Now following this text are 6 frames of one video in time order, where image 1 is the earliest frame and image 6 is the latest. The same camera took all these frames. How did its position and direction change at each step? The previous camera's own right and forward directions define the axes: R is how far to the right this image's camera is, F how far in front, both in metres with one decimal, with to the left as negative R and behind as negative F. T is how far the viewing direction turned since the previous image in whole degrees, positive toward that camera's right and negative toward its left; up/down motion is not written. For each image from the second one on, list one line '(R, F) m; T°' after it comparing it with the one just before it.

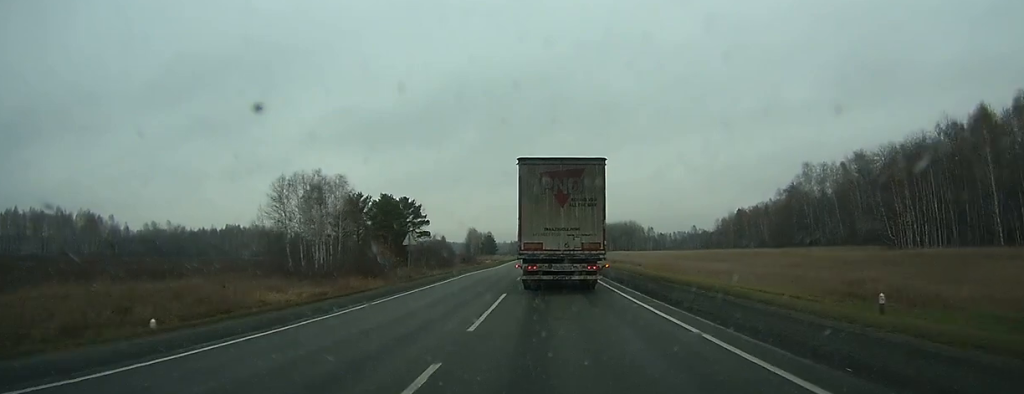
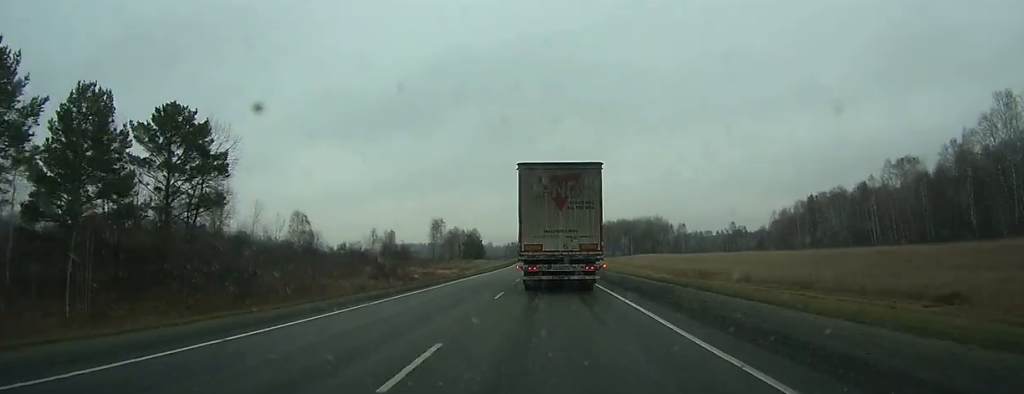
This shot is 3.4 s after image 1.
(0.0, +85.1) m; 0°
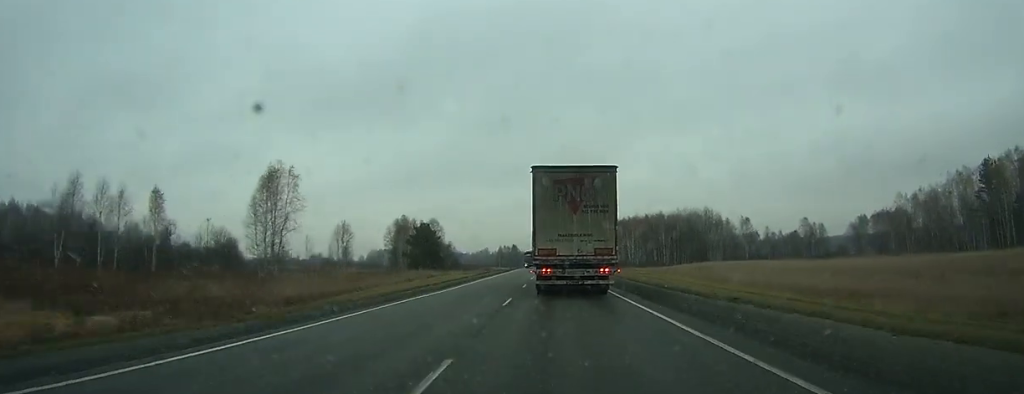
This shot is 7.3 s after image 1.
(-0.1, +96.6) m; 0°
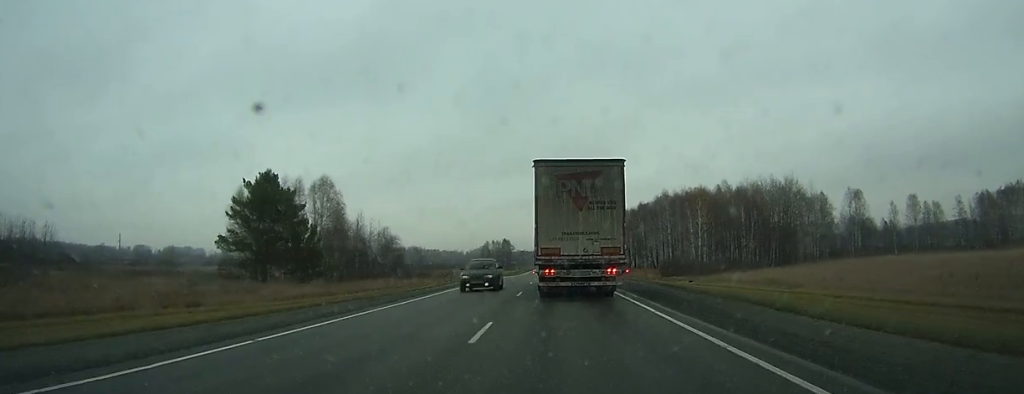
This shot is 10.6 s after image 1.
(0.0, +80.3) m; 0°
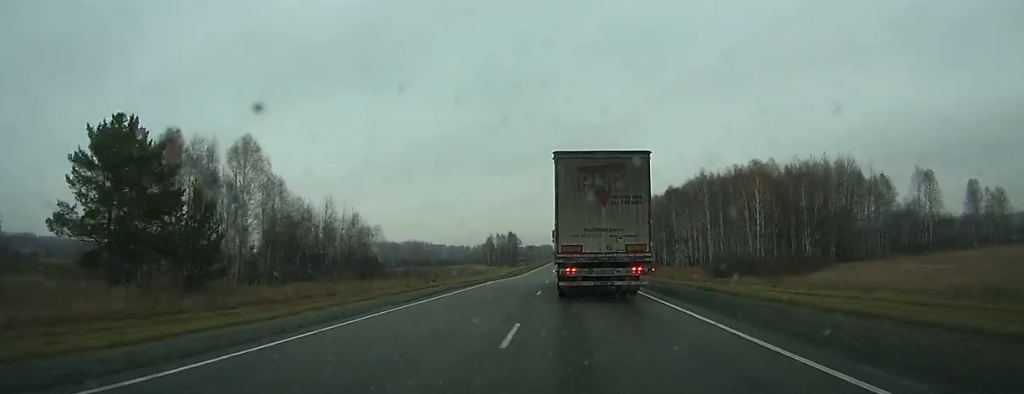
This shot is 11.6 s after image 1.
(+0.1, +25.0) m; 0°
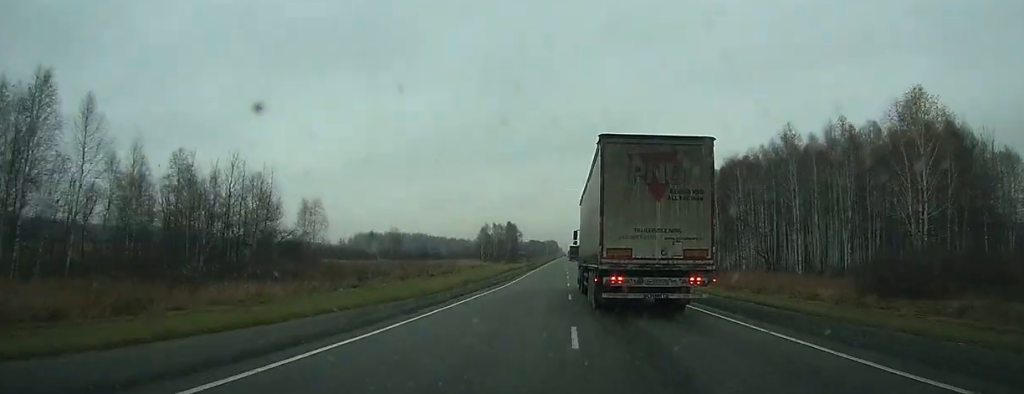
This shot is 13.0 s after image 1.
(-0.2, +36.0) m; 0°
